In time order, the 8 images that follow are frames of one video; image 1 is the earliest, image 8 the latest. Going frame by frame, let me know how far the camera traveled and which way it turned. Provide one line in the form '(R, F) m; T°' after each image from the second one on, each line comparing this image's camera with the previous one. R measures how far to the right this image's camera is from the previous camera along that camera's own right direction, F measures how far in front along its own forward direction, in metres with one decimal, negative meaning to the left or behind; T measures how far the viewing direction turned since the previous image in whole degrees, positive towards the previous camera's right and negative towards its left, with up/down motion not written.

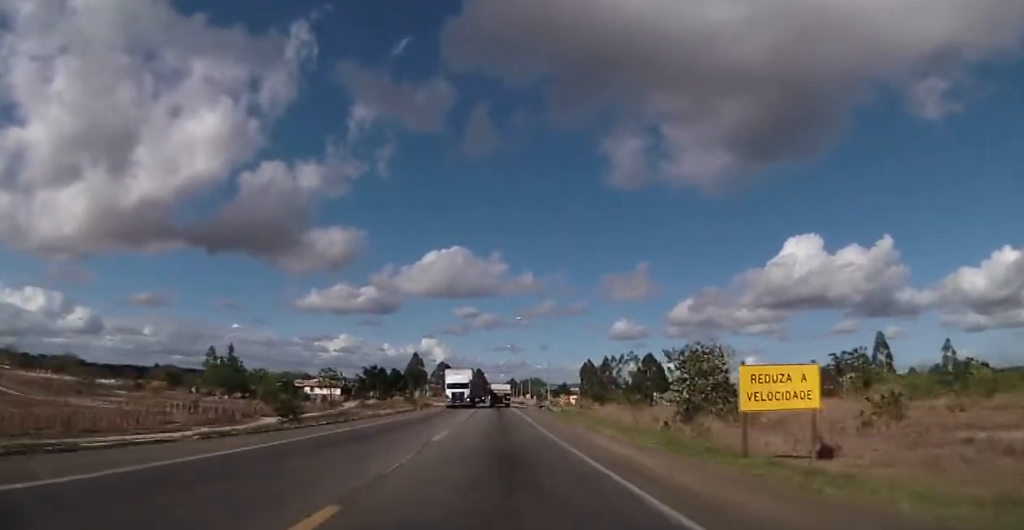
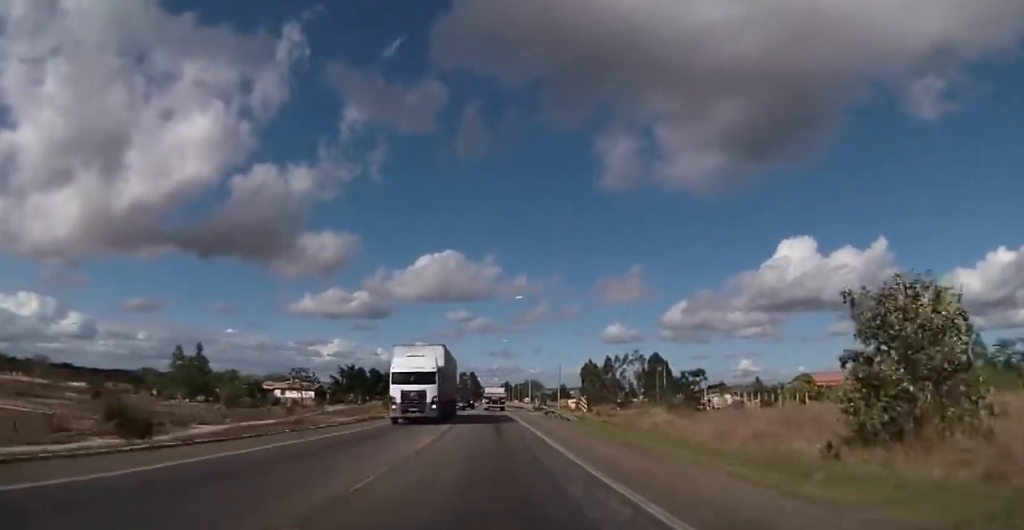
(0.0, +17.2) m; 0°
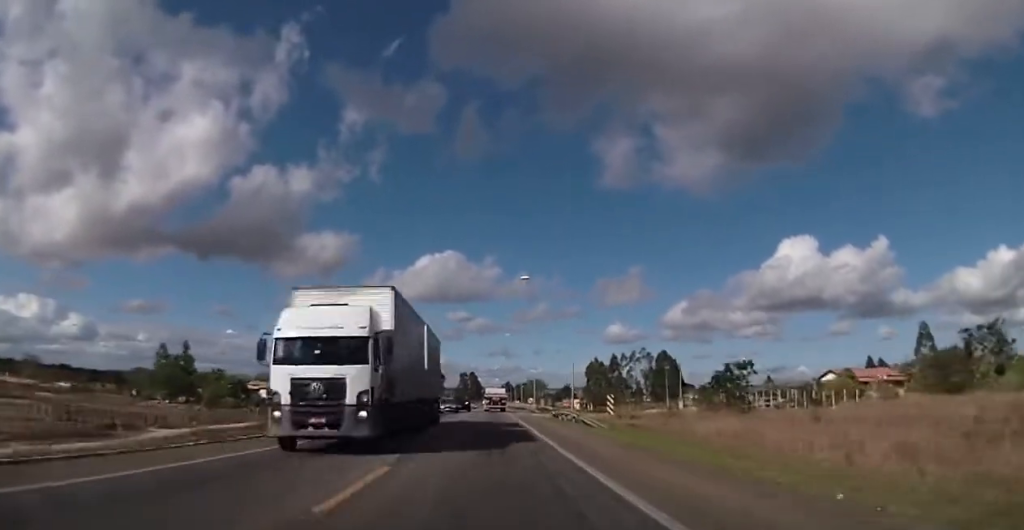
(0.0, +9.3) m; 0°
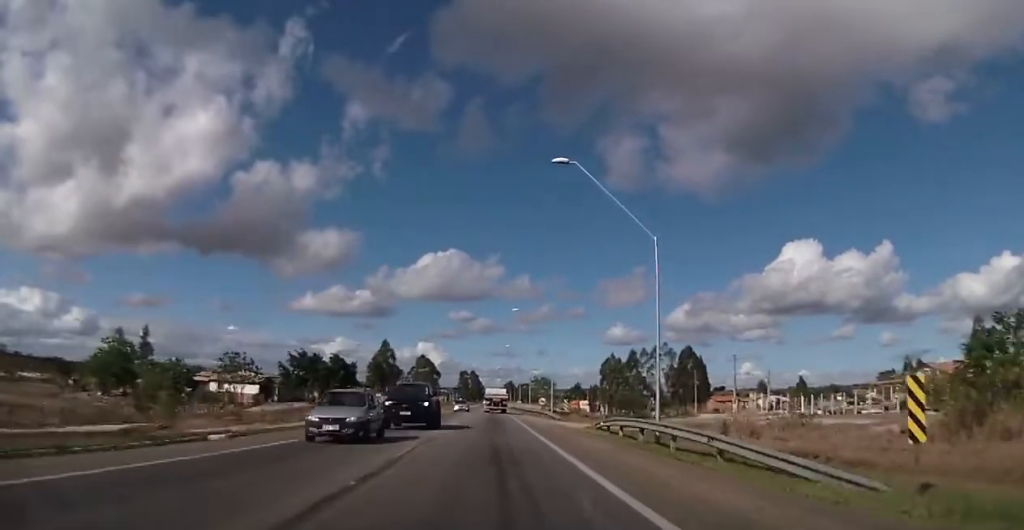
(0.0, +24.5) m; 0°
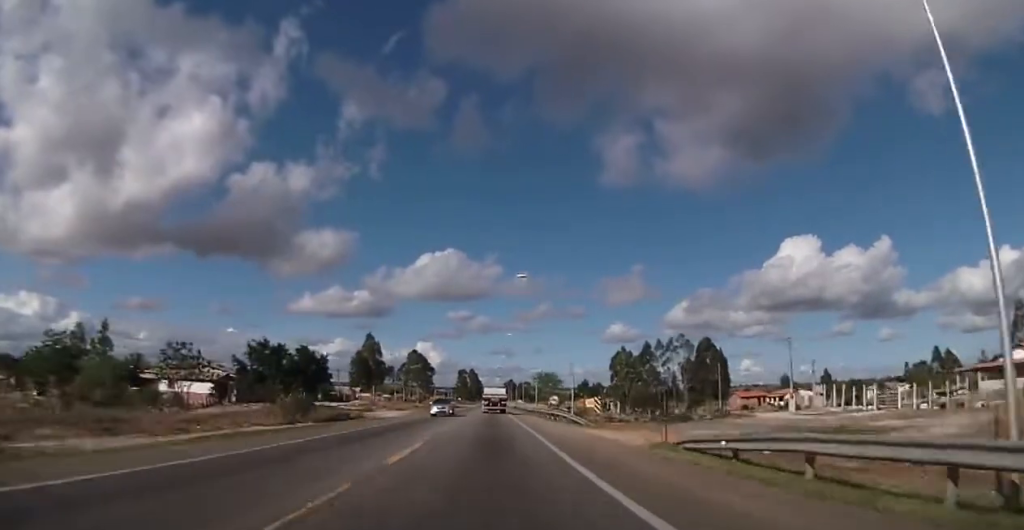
(0.0, +17.7) m; 0°
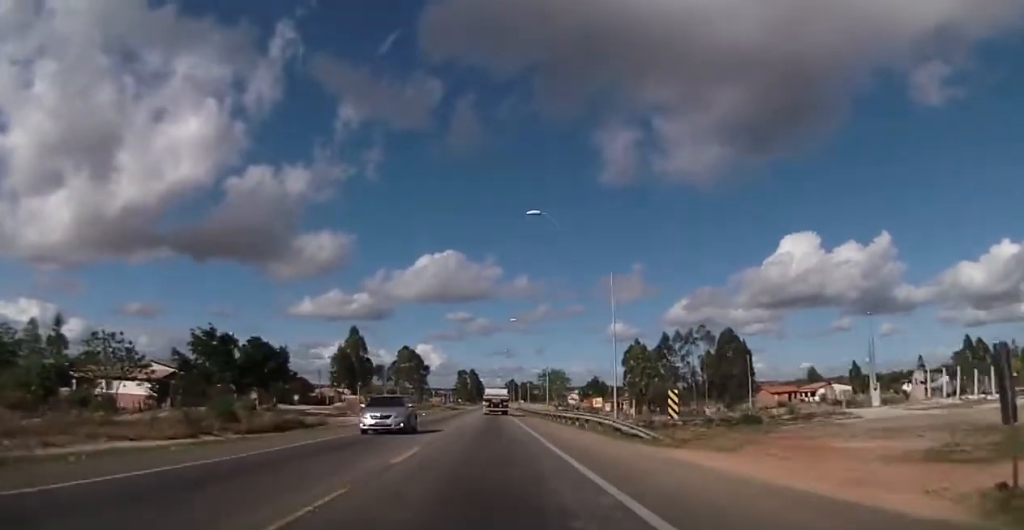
(0.0, +17.1) m; 0°
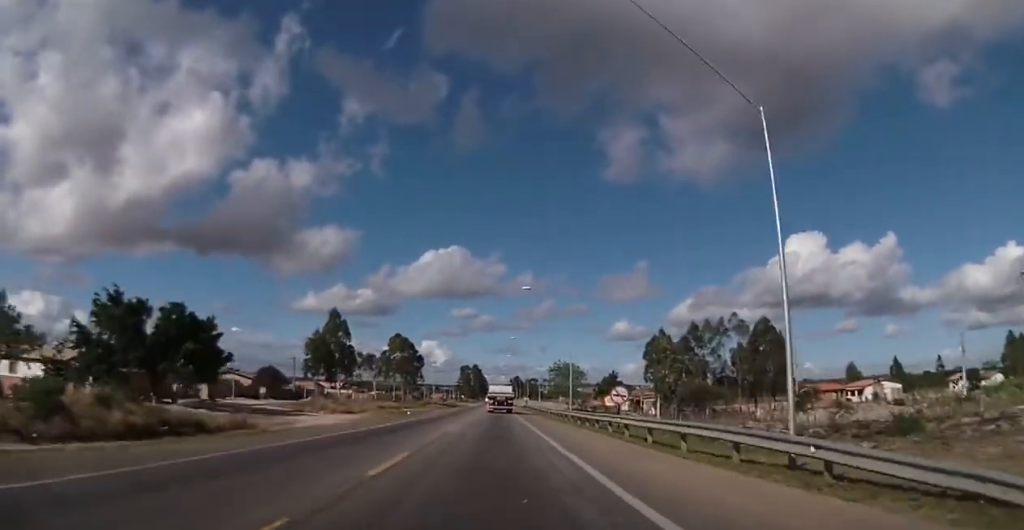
(-0.1, +19.8) m; 0°
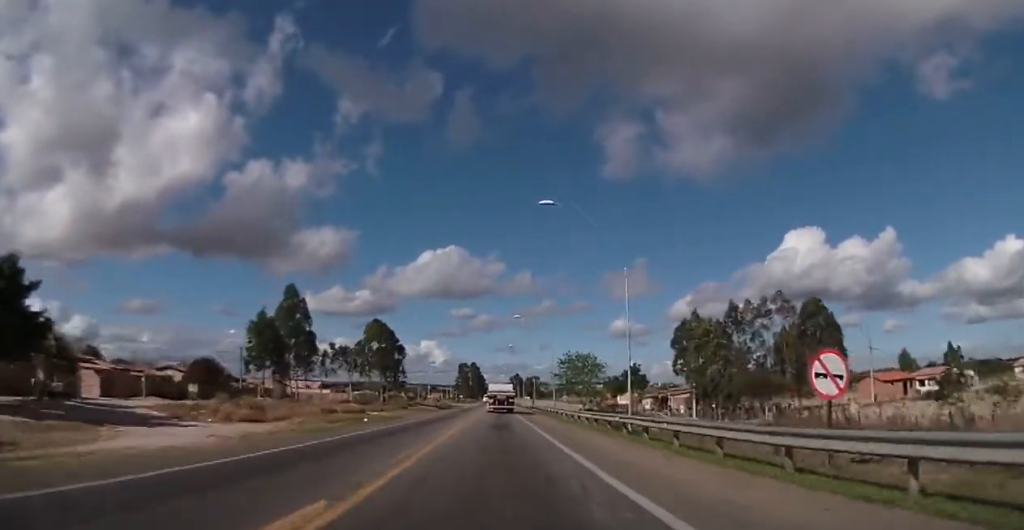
(0.0, +25.4) m; 0°
